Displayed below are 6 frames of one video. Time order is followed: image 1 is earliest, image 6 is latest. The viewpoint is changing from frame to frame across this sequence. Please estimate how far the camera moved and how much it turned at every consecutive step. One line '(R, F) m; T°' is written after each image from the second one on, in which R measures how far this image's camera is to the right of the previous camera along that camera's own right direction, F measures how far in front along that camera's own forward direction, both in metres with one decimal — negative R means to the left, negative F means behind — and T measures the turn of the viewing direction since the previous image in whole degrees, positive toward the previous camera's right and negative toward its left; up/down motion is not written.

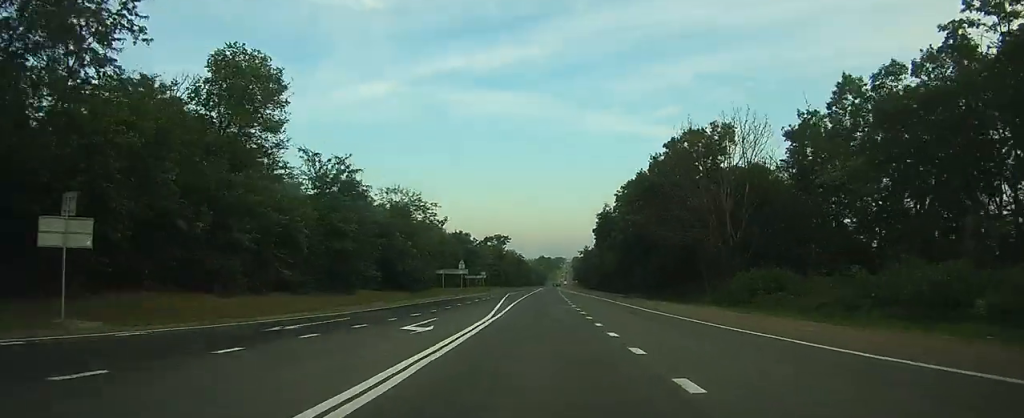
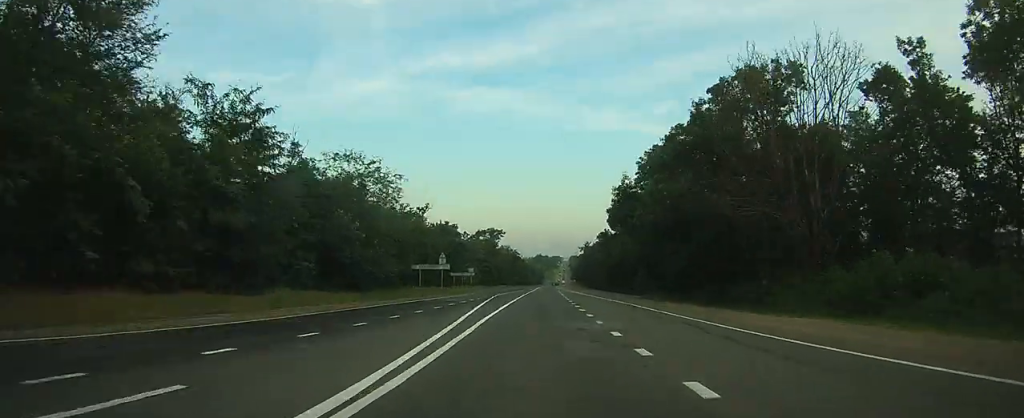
(+0.1, +16.5) m; 0°
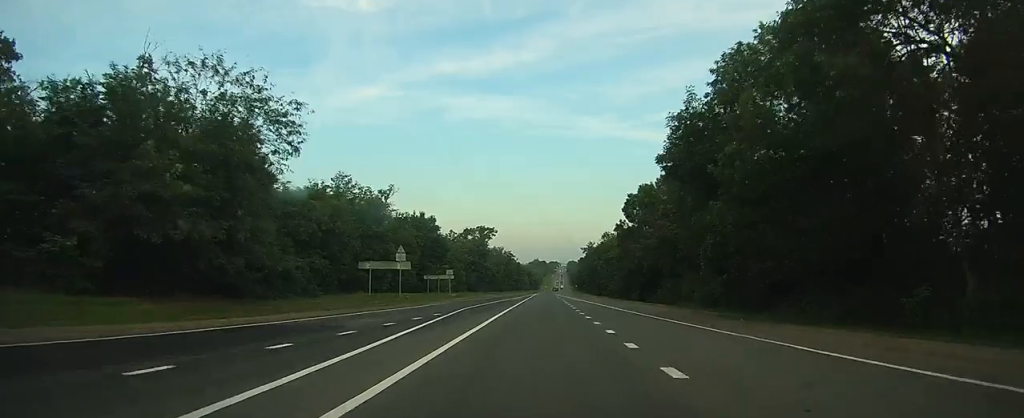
(+0.1, +22.6) m; 0°
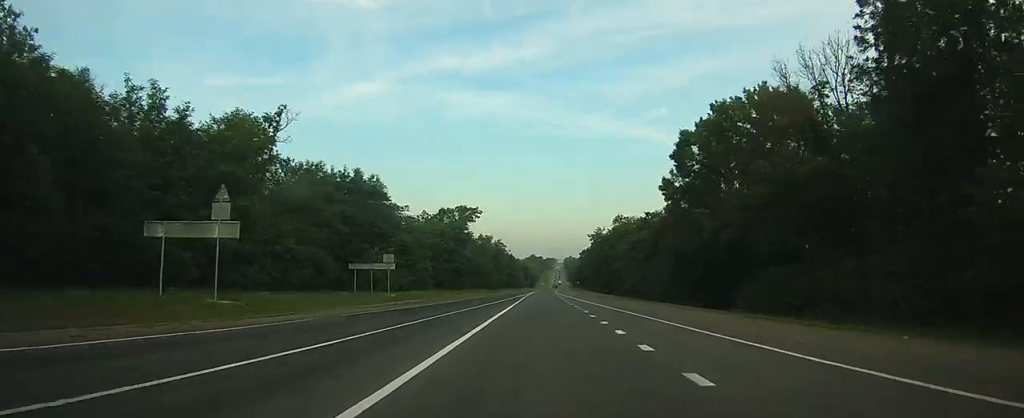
(0.0, +32.8) m; 0°
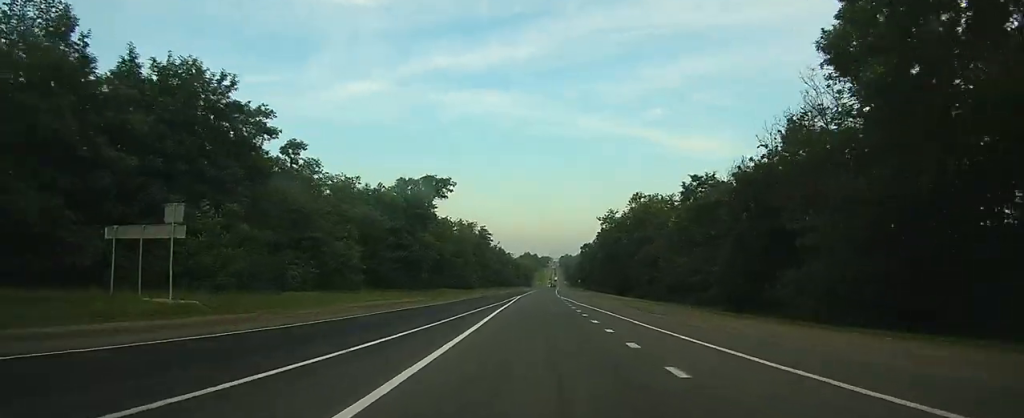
(+0.2, +30.4) m; +1°
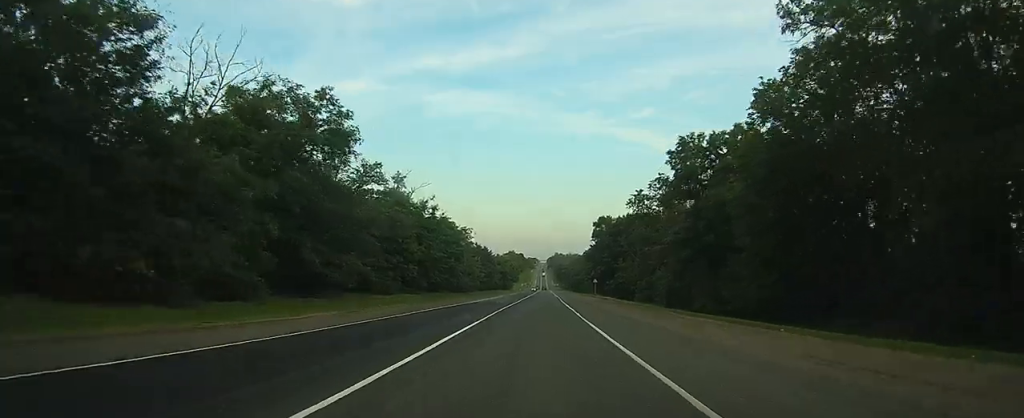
(+0.8, +76.4) m; +1°
